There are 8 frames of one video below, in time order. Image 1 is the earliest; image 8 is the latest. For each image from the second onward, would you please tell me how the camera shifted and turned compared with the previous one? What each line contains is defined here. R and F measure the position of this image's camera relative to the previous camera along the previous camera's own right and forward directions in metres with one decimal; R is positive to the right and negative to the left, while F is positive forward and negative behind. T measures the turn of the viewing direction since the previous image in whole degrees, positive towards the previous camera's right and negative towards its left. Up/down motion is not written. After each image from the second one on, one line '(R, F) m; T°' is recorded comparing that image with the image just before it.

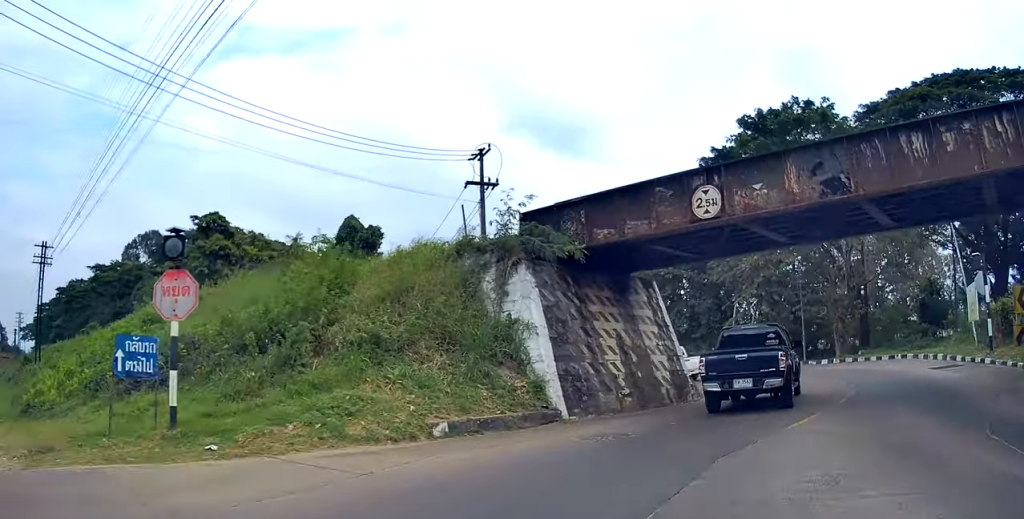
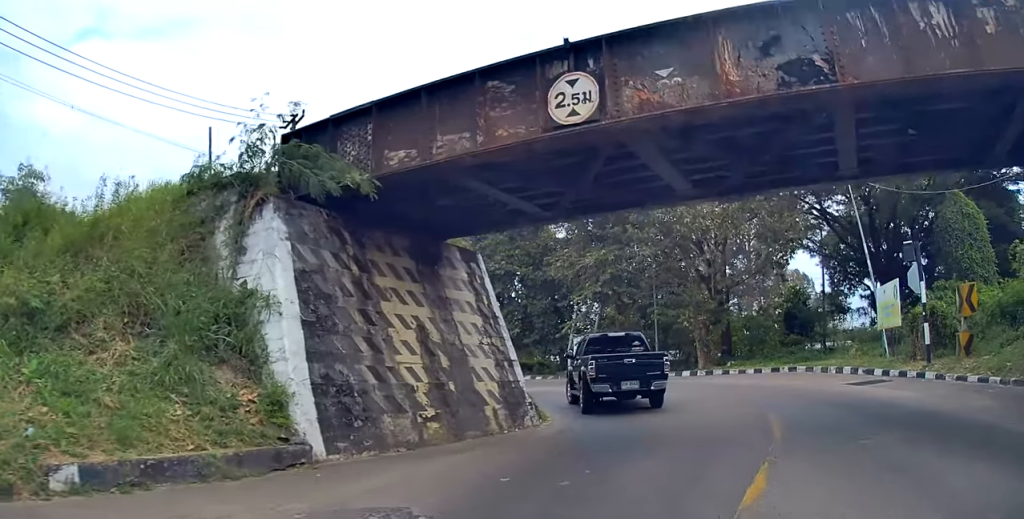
(+0.5, +6.2) m; +10°
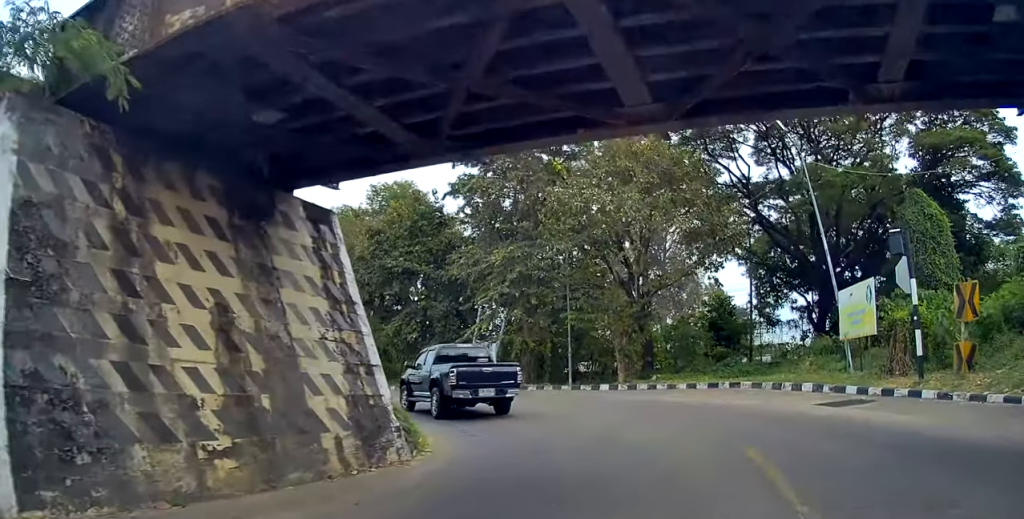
(+0.2, +3.8) m; +5°
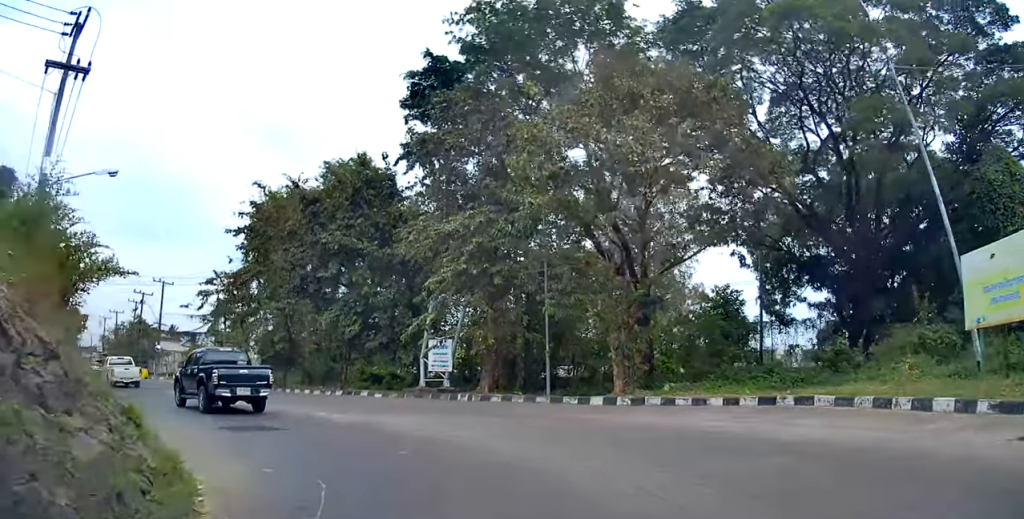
(+0.2, +6.4) m; +1°
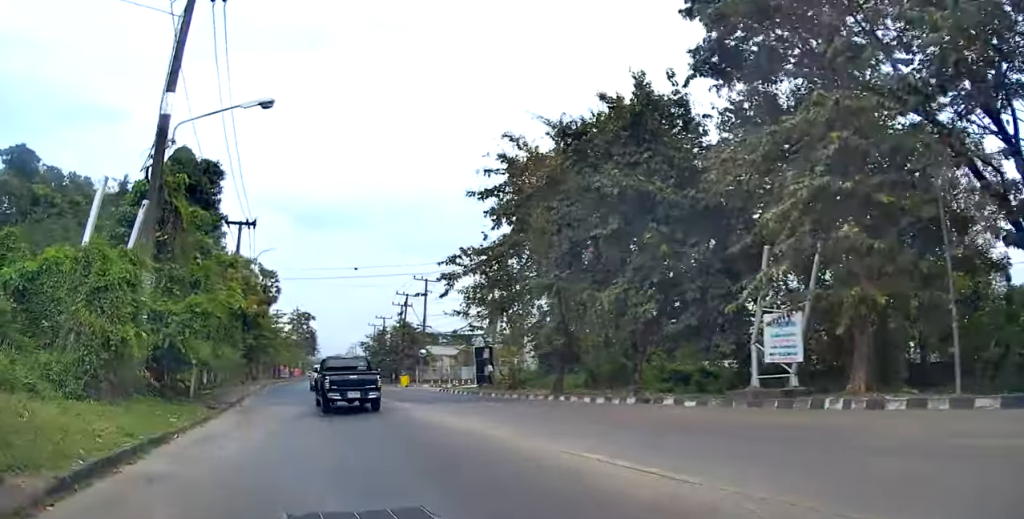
(-0.1, +7.0) m; -5°
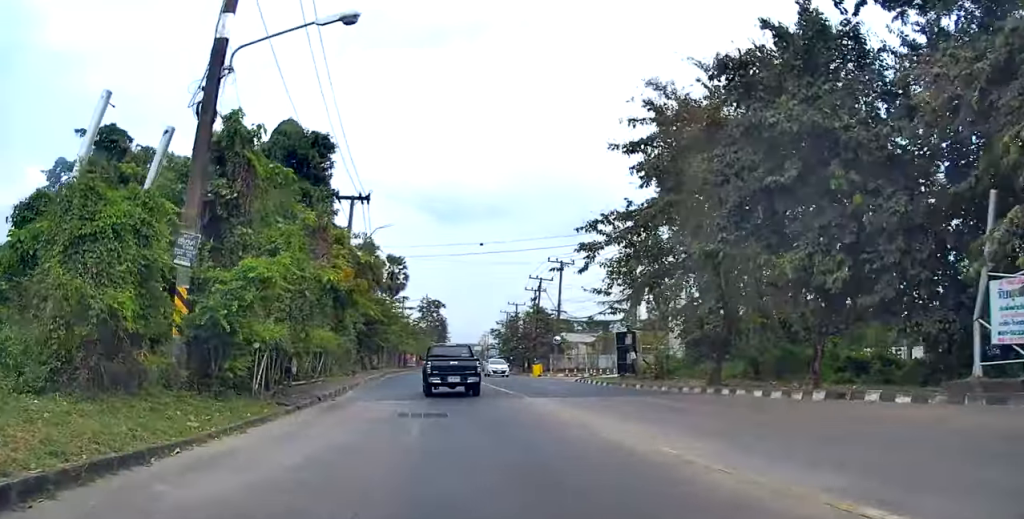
(-0.2, +3.1) m; -7°
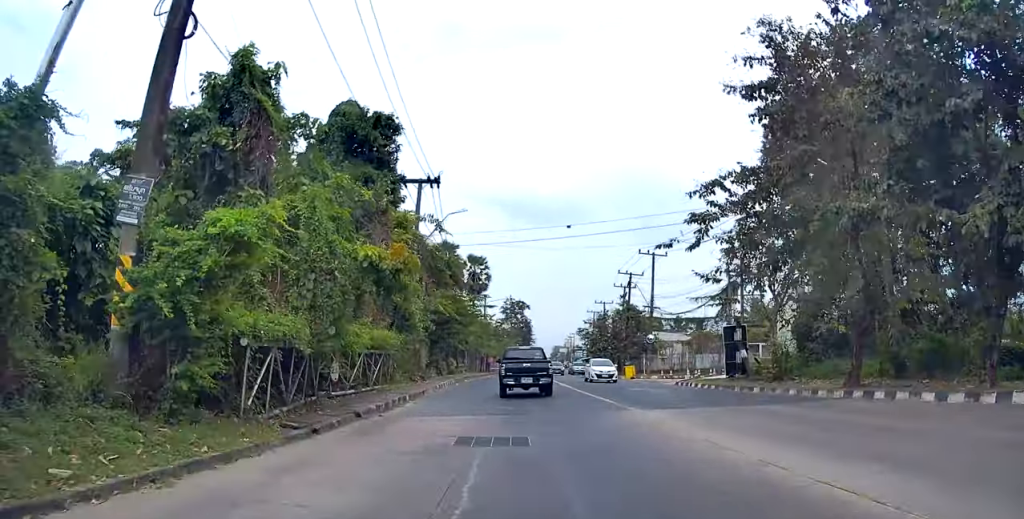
(-0.2, +3.0) m; -6°
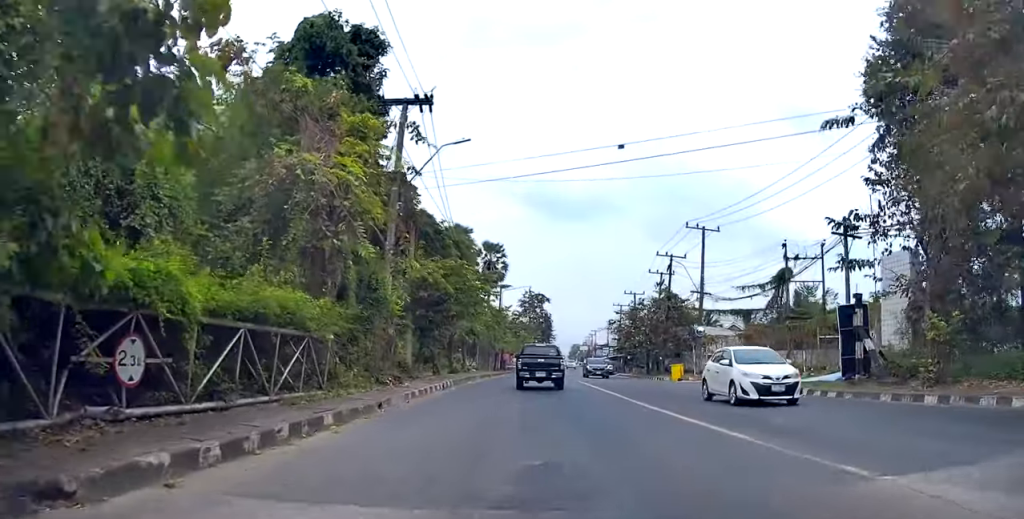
(-0.6, +6.7) m; -8°
